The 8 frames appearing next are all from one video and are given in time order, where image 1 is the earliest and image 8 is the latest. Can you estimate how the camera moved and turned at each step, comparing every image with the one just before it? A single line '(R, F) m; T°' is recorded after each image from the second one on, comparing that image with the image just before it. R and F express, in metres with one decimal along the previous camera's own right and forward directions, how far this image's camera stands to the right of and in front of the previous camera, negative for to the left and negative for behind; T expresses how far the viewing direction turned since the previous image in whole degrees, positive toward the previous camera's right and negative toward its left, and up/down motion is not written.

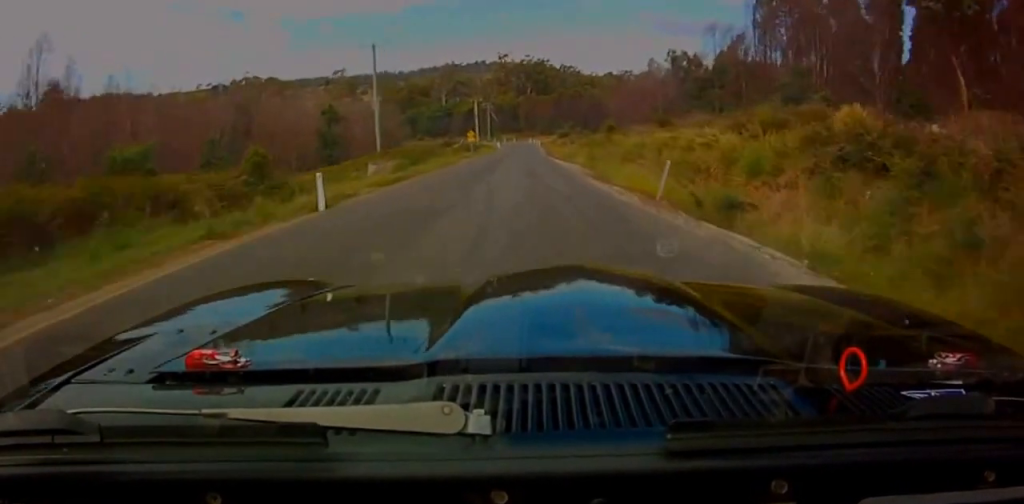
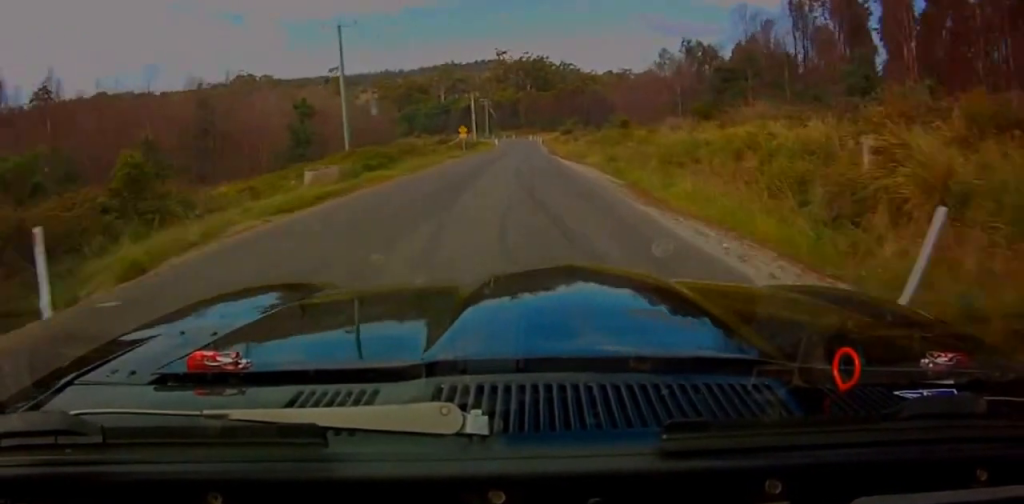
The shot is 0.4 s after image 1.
(0.0, +9.2) m; 0°
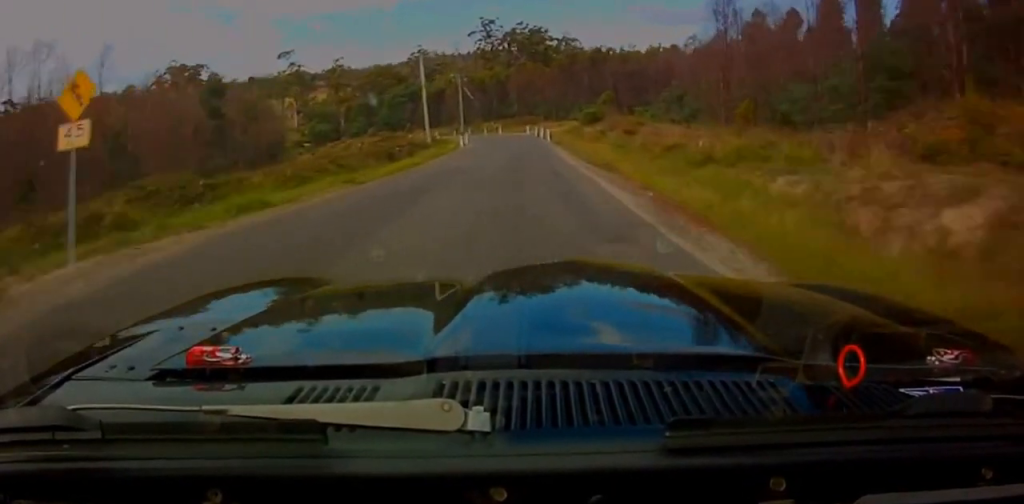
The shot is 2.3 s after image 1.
(+0.4, +55.3) m; -8°
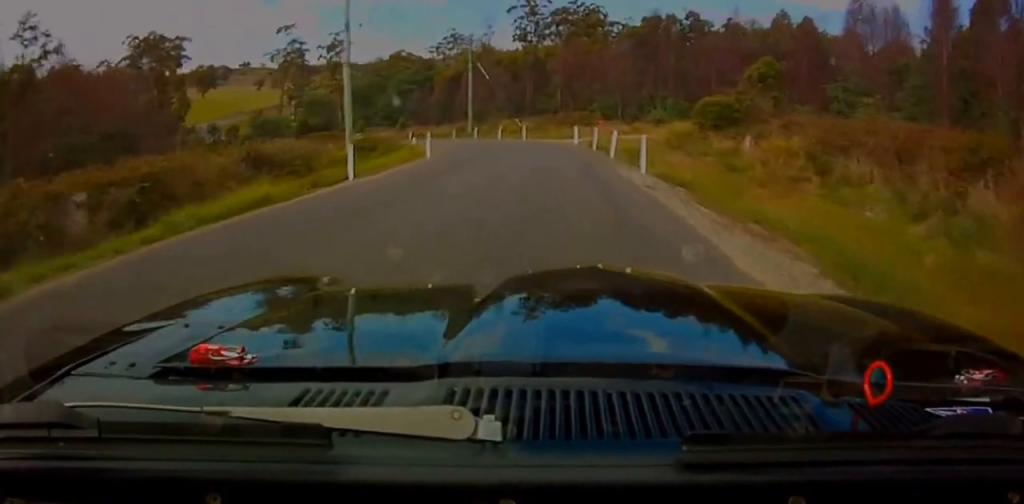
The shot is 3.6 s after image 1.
(-5.5, +36.5) m; -10°
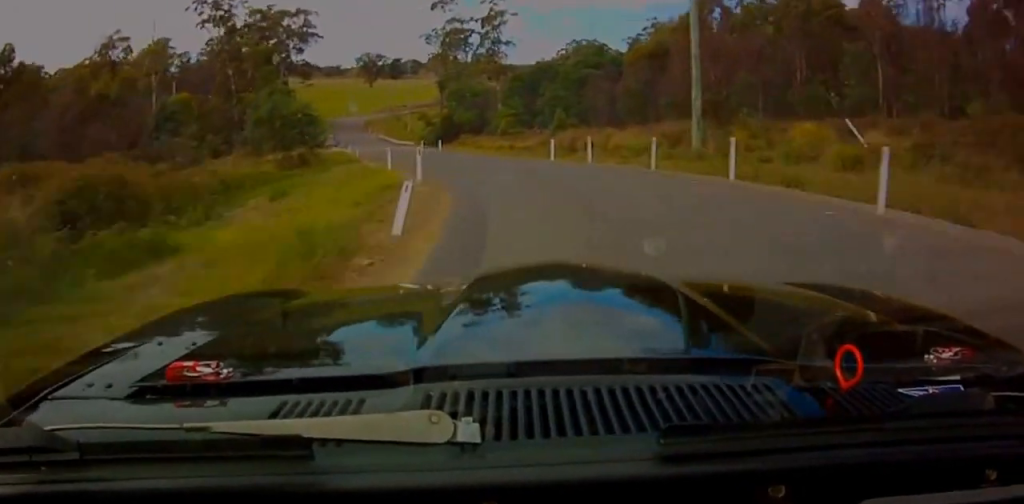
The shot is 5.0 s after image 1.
(-0.3, +44.9) m; 0°
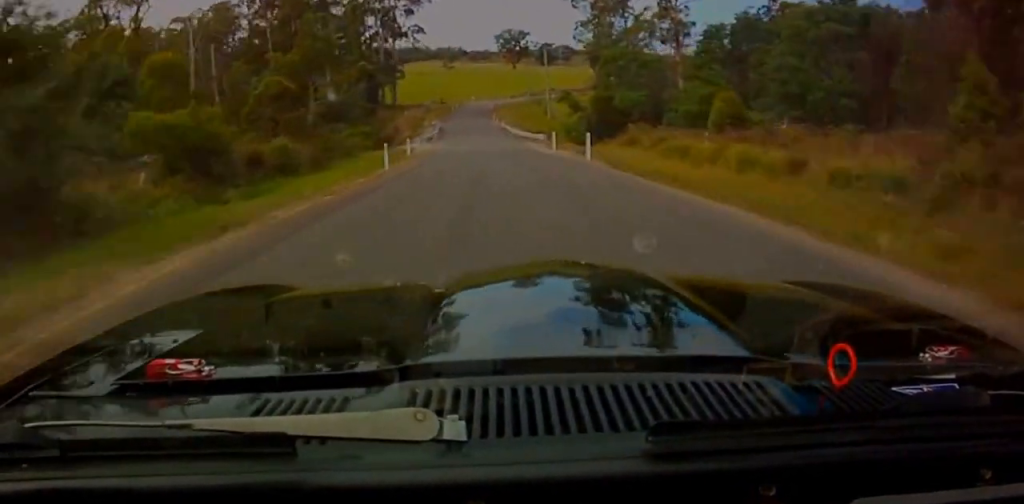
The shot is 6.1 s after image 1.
(0.0, +35.7) m; 0°
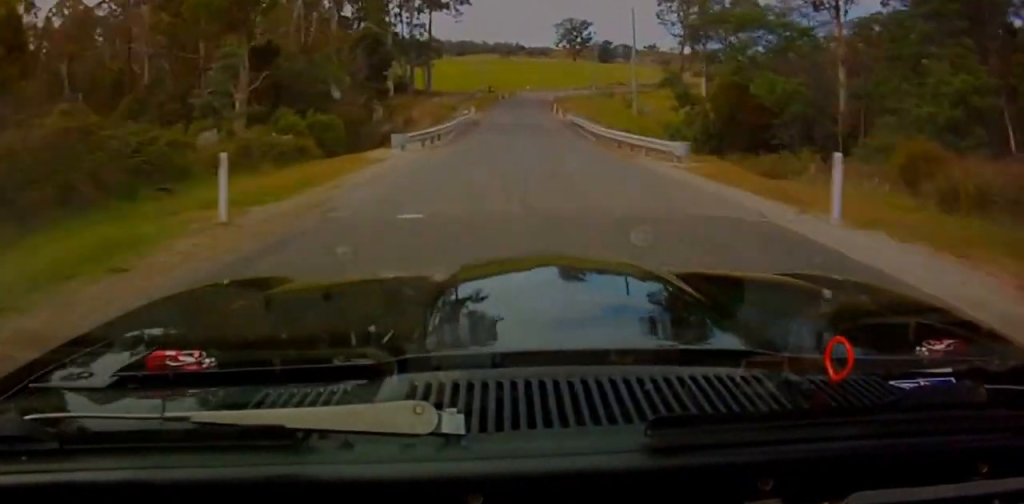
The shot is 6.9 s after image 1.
(0.0, +29.2) m; -5°
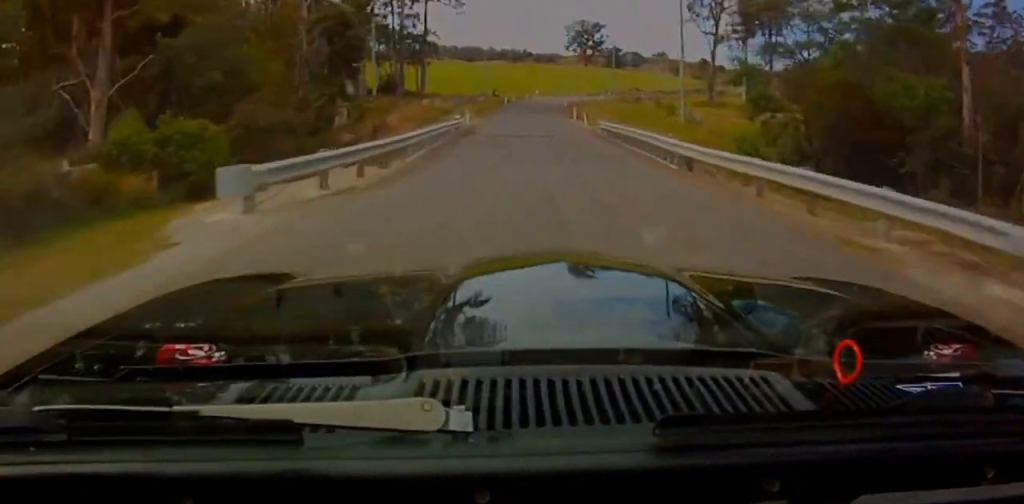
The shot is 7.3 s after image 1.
(+1.2, +15.2) m; -4°
